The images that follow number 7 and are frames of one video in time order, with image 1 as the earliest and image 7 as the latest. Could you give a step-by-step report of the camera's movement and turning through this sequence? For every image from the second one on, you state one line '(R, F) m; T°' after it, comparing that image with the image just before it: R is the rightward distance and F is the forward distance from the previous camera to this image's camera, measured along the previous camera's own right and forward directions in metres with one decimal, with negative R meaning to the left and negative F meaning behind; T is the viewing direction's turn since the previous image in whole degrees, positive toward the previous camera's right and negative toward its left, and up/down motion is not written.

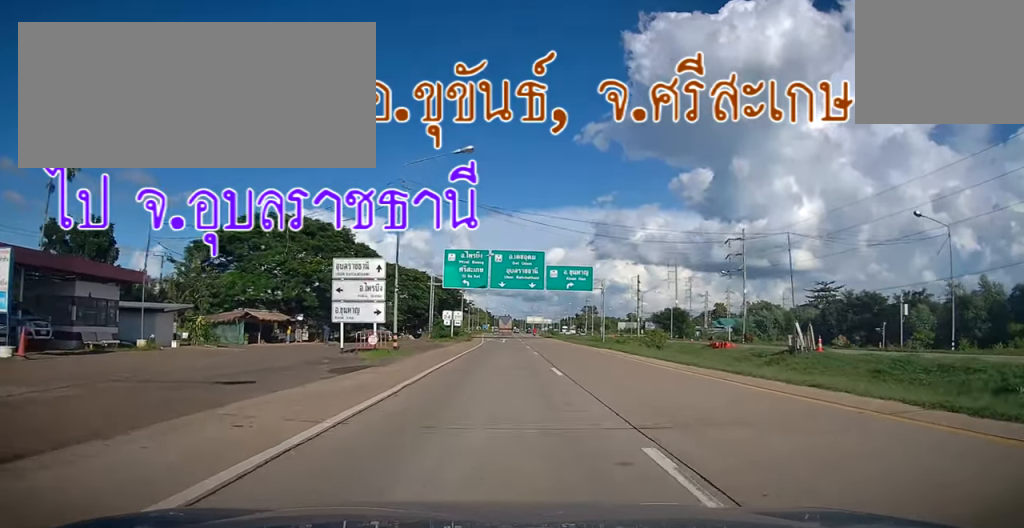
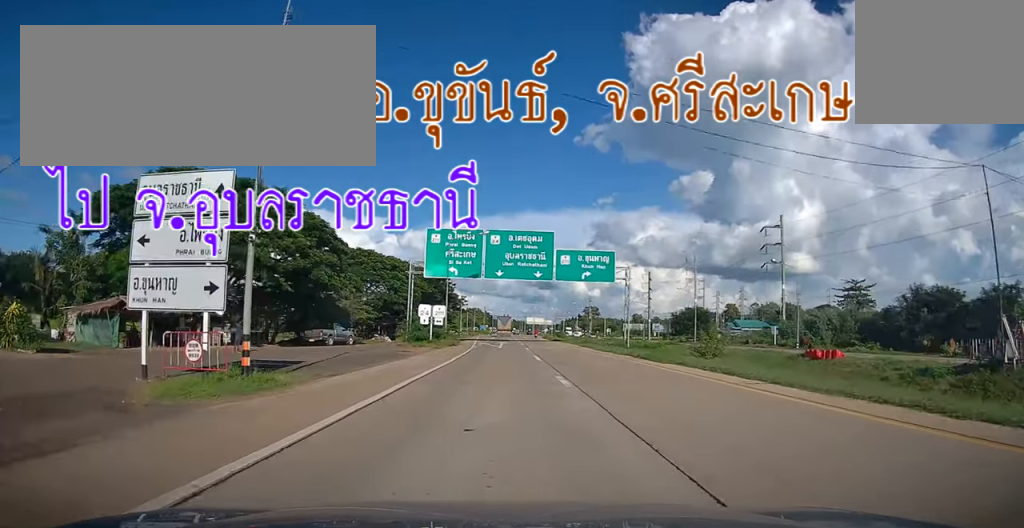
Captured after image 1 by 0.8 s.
(-0.1, +14.8) m; 0°
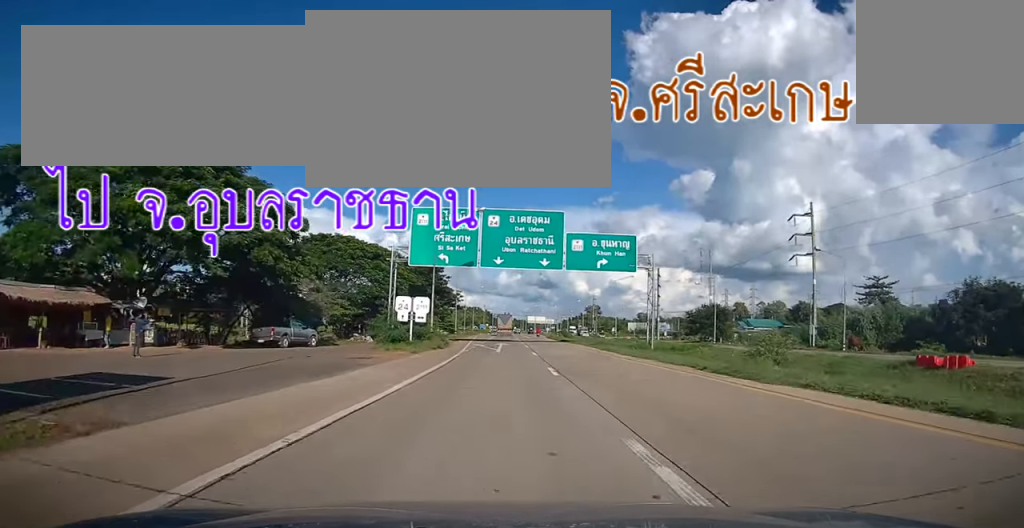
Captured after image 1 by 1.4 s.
(0.0, +9.2) m; 0°
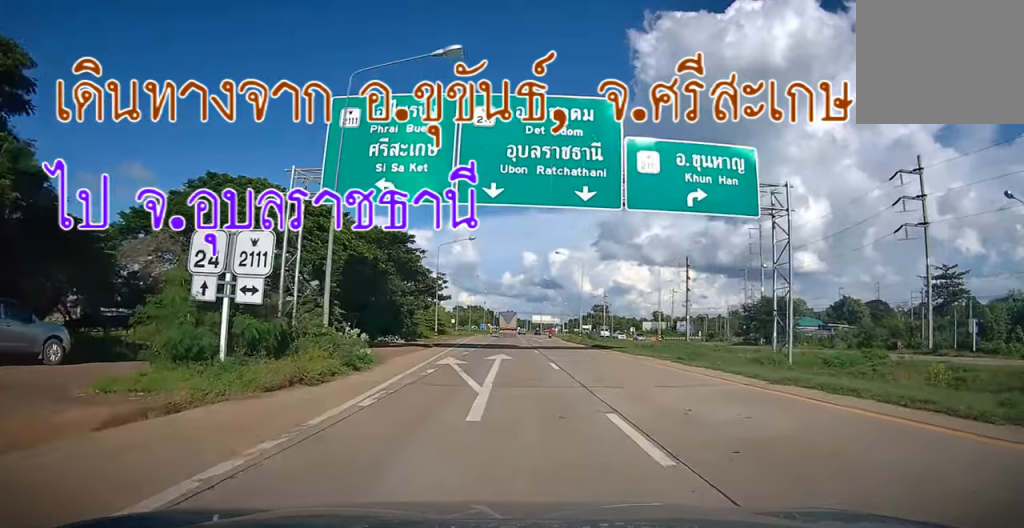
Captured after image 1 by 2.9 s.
(+0.1, +24.3) m; 0°
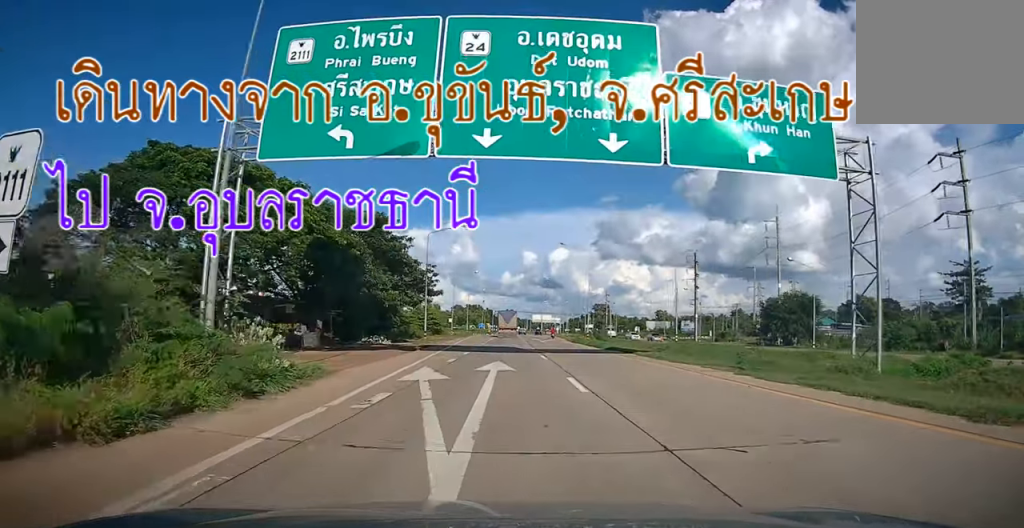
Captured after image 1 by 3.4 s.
(0.0, +7.2) m; 0°
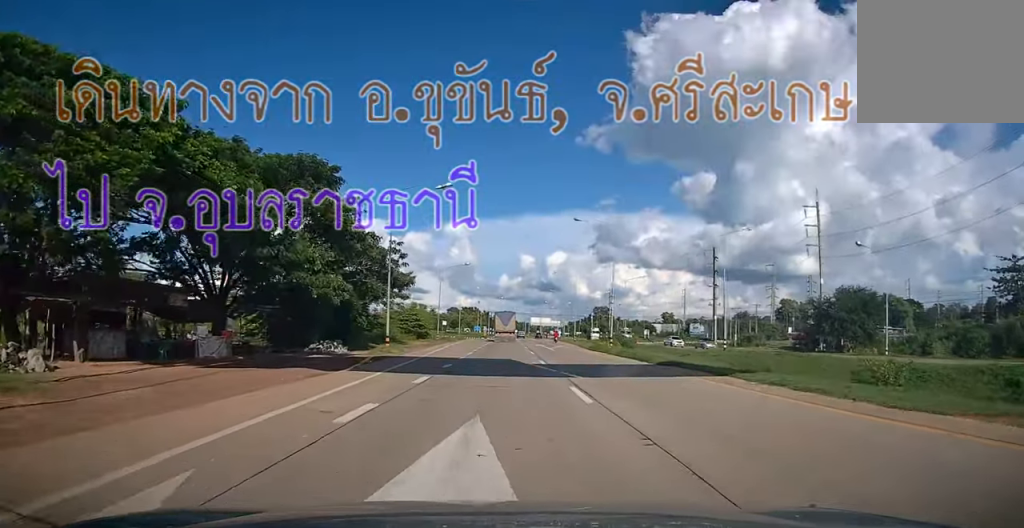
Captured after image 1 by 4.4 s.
(-0.1, +14.3) m; 0°
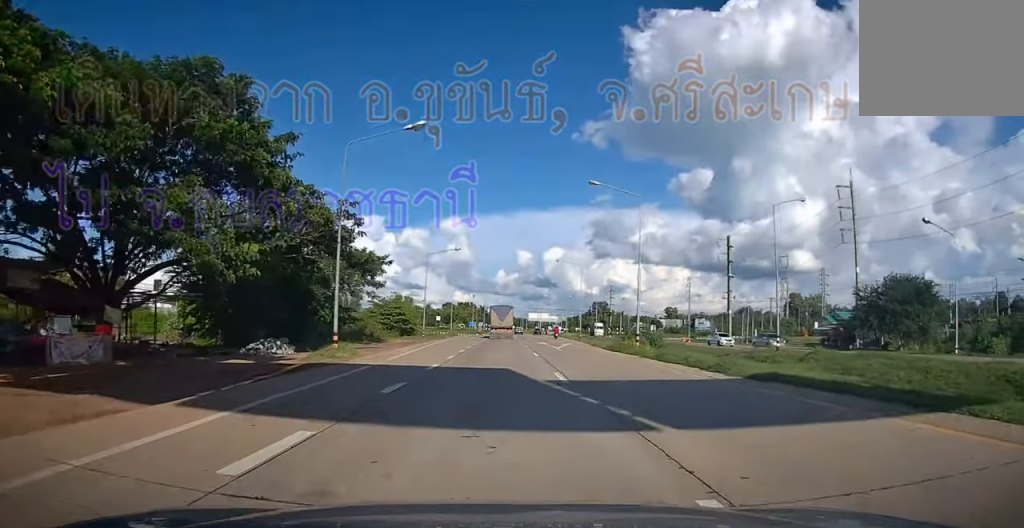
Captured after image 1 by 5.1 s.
(+0.1, +9.5) m; 0°
